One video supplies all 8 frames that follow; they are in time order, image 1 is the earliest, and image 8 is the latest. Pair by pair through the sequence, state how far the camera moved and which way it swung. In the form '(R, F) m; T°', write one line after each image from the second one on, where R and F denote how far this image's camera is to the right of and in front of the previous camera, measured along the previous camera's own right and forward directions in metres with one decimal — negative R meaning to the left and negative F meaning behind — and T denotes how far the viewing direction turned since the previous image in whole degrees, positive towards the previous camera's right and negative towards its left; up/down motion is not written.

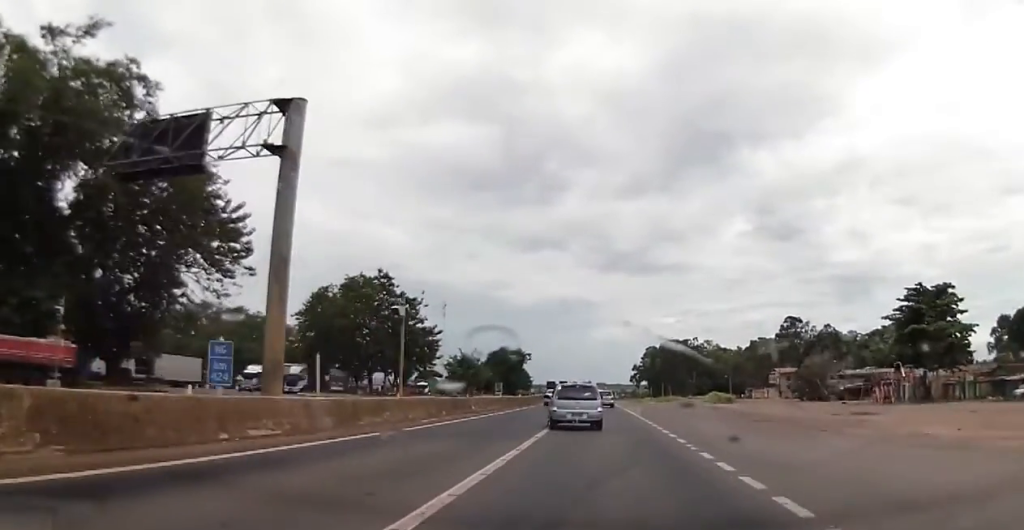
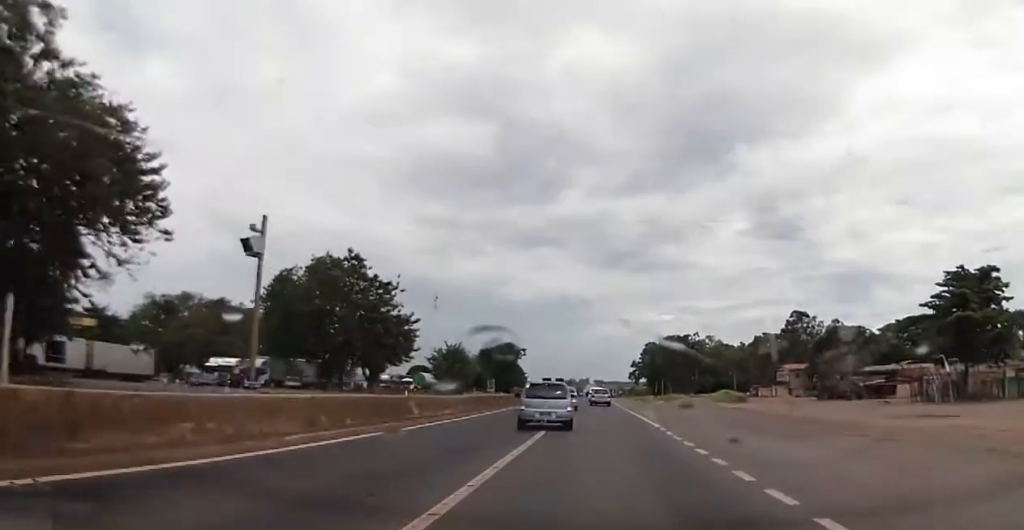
(0.0, +11.2) m; 0°
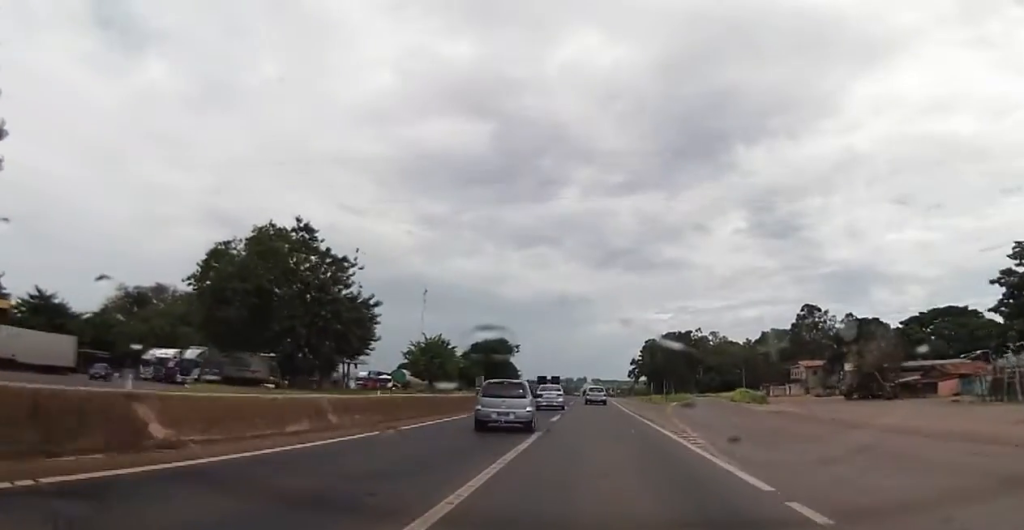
(+0.1, +14.9) m; 0°
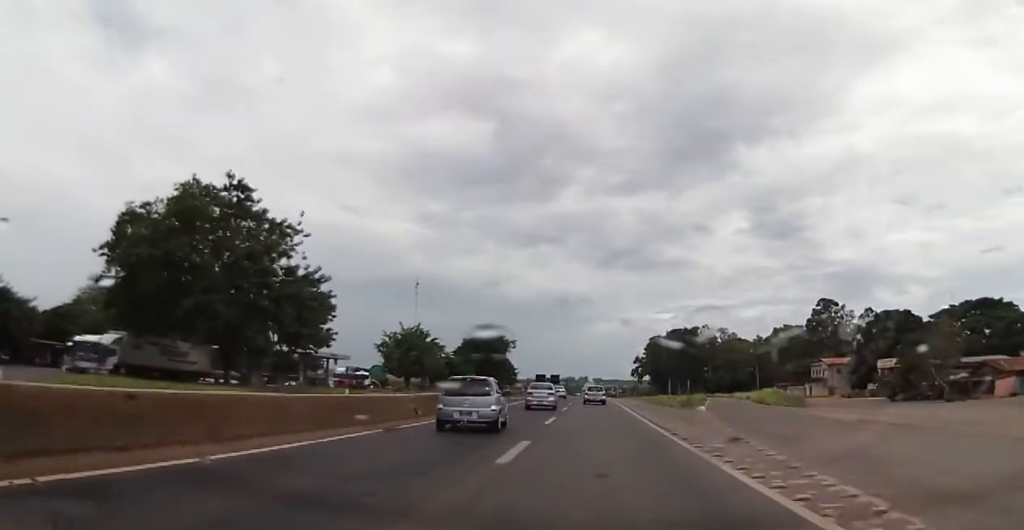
(0.0, +14.6) m; -1°
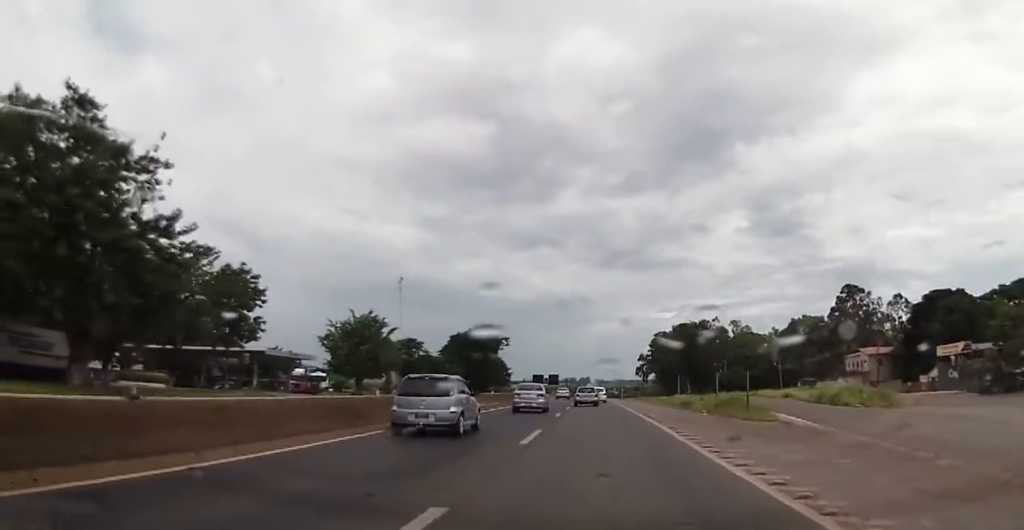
(-0.3, +20.6) m; +1°
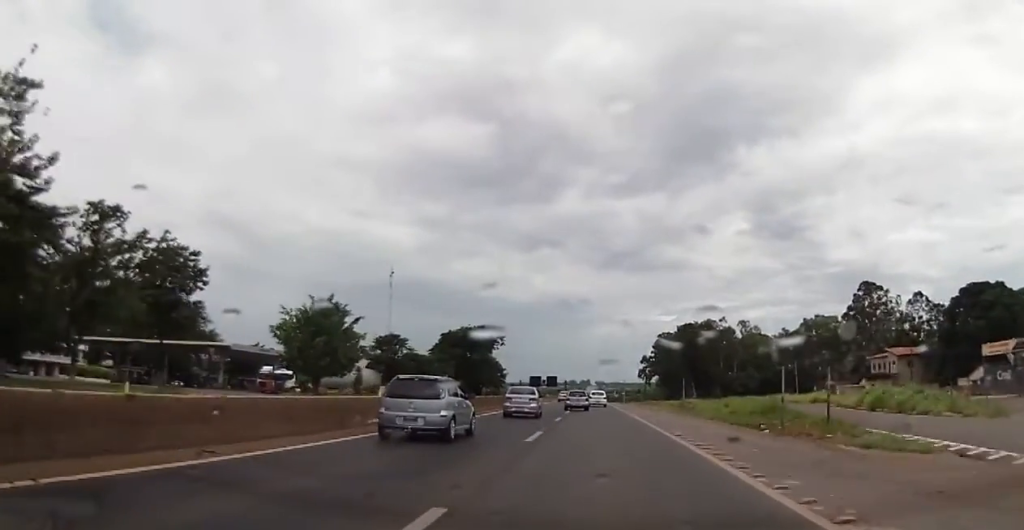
(+0.3, +12.1) m; 0°
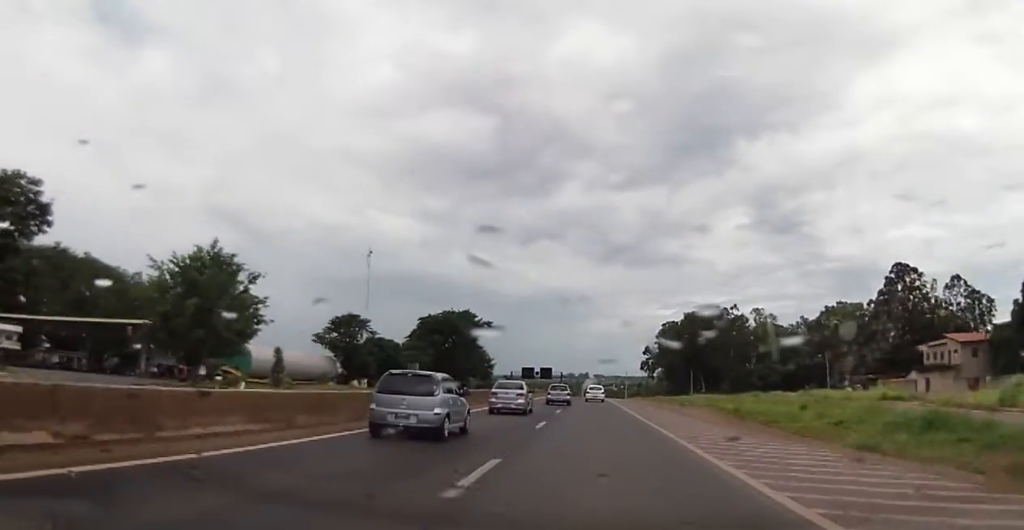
(-0.1, +21.2) m; 0°
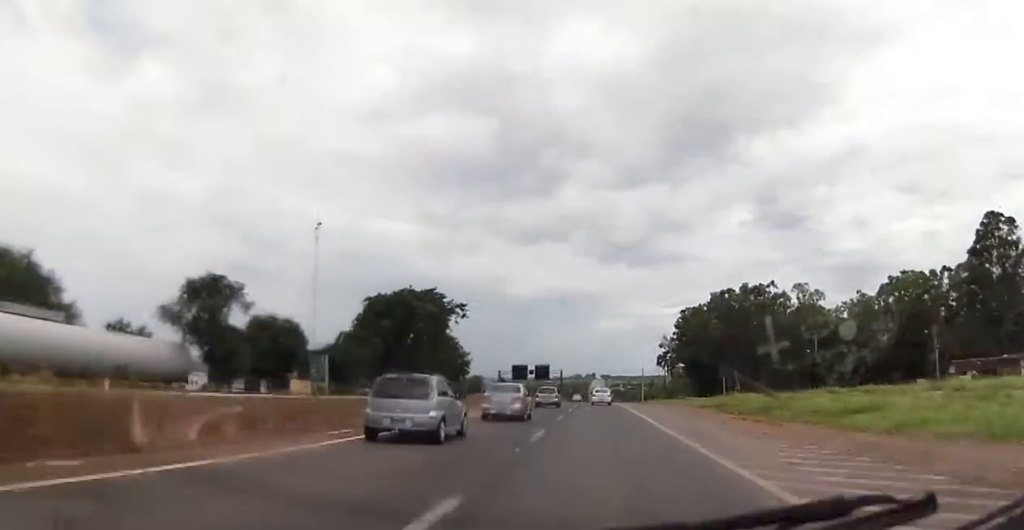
(-0.6, +40.7) m; -2°
